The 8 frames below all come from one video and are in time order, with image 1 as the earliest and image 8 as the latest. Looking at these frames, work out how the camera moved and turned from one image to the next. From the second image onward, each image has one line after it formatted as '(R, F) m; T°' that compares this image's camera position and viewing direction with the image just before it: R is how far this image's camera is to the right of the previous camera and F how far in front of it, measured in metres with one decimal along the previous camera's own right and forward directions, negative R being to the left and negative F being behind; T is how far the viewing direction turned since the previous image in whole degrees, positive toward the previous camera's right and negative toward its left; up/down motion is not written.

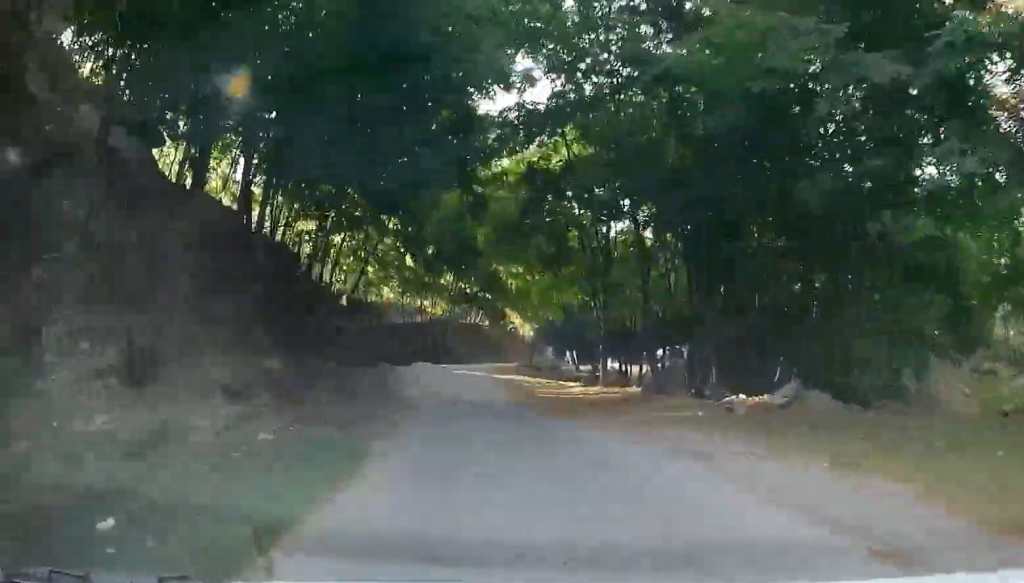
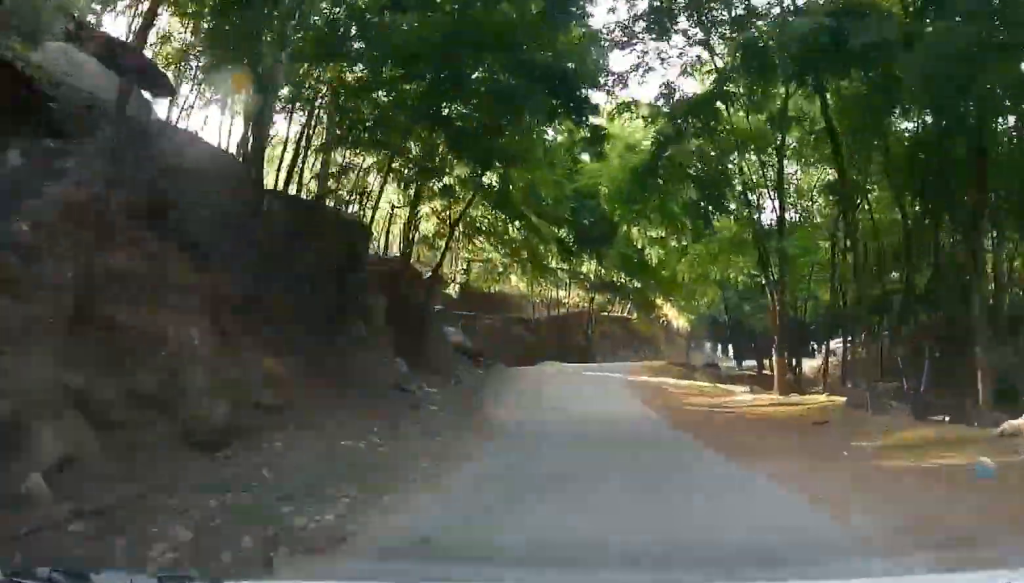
(-0.7, +7.0) m; -8°
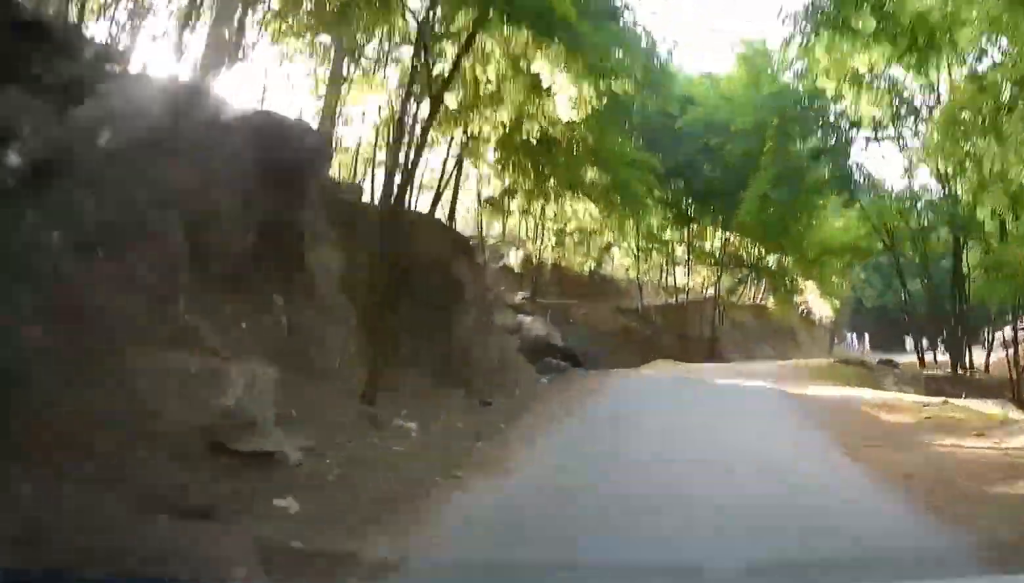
(-0.8, +10.0) m; -10°
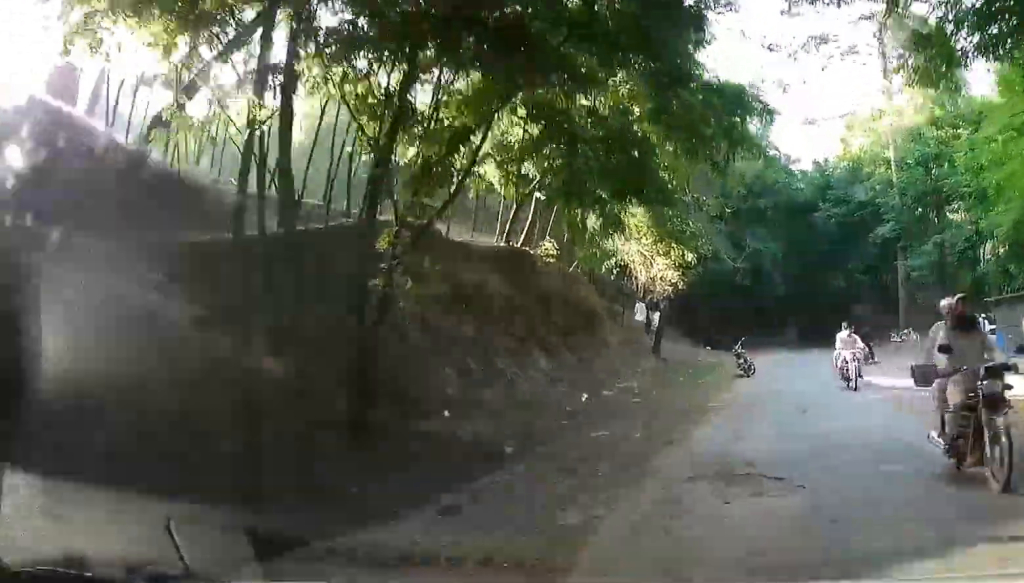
(-2.2, +28.5) m; +4°
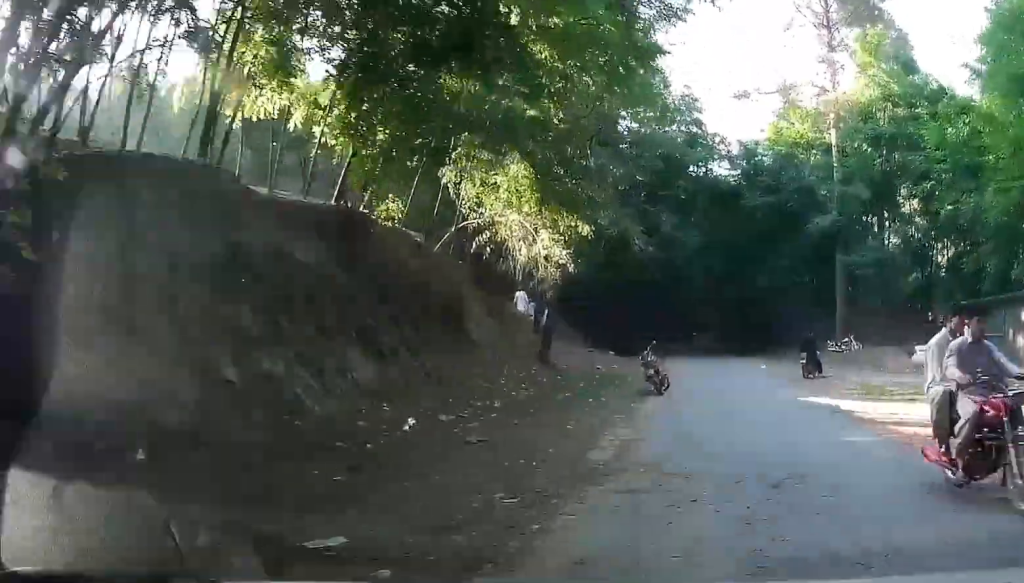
(+0.2, +6.3) m; +7°
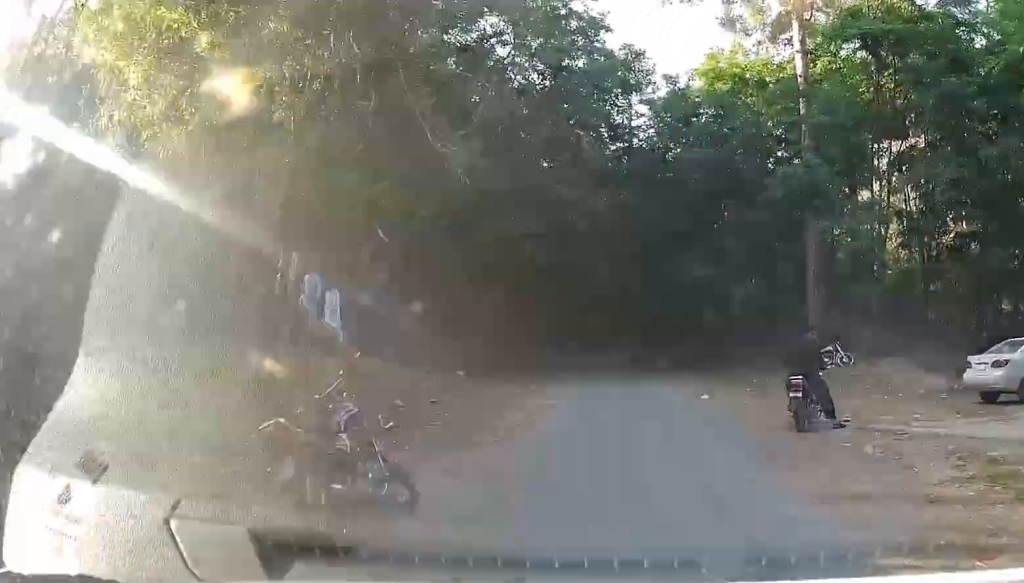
(+1.5, +11.9) m; +5°
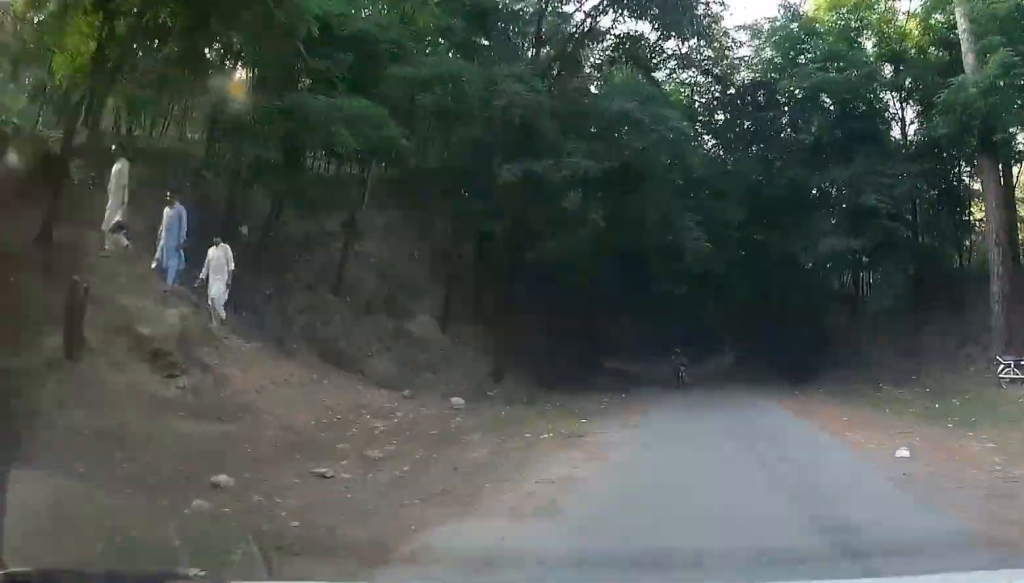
(+0.2, +8.0) m; -5°
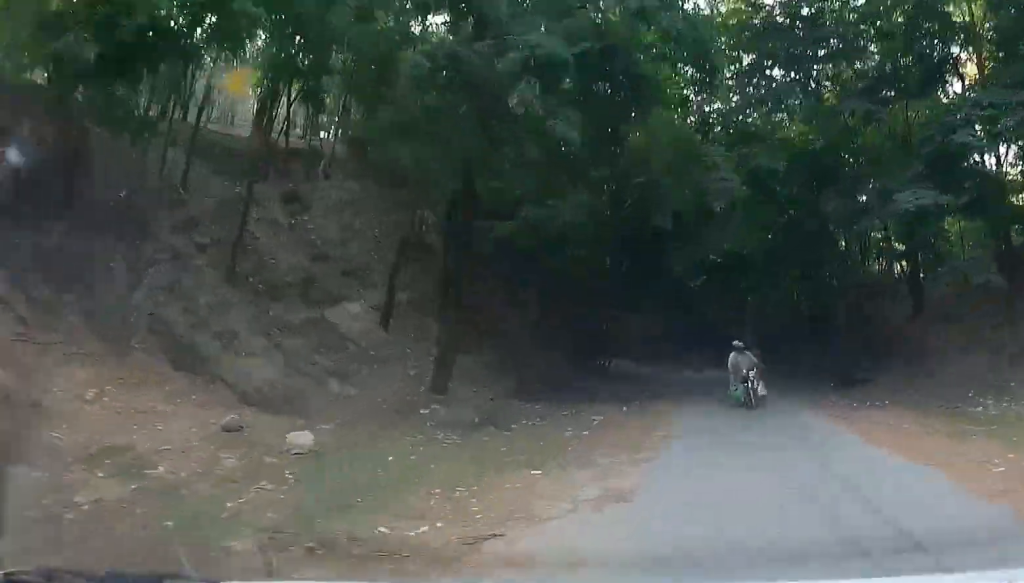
(-0.5, +5.7) m; -1°
